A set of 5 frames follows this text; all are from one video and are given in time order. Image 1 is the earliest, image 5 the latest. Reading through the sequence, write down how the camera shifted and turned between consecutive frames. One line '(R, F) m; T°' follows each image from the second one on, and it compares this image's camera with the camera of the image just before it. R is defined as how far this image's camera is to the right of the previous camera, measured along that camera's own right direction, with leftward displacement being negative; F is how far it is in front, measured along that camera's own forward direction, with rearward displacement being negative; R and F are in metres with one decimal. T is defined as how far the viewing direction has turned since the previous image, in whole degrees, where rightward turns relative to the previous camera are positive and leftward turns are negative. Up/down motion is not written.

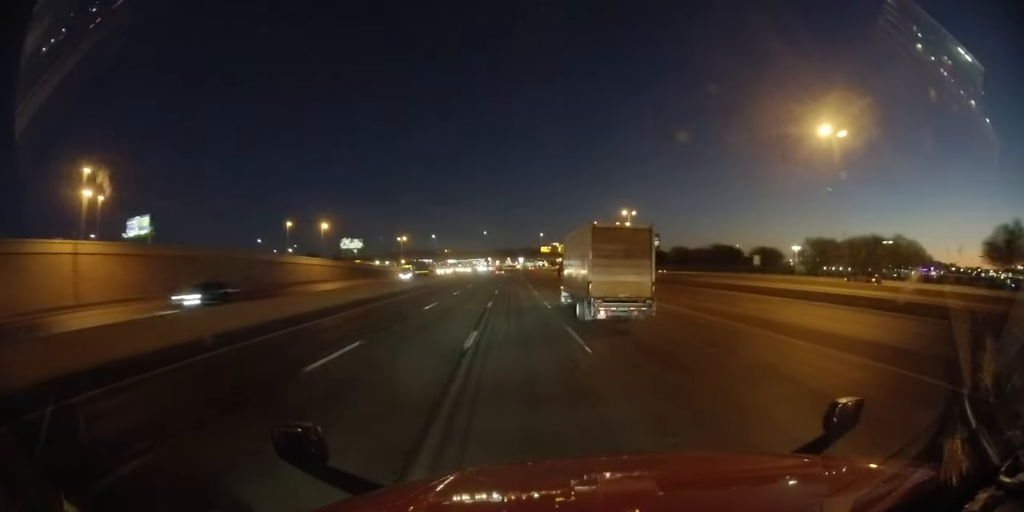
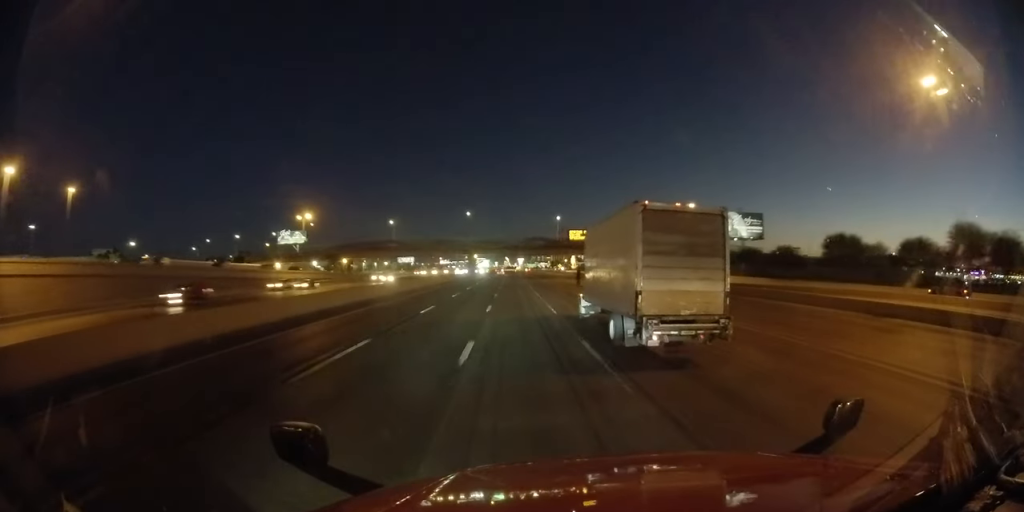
(+0.5, +75.2) m; +2°
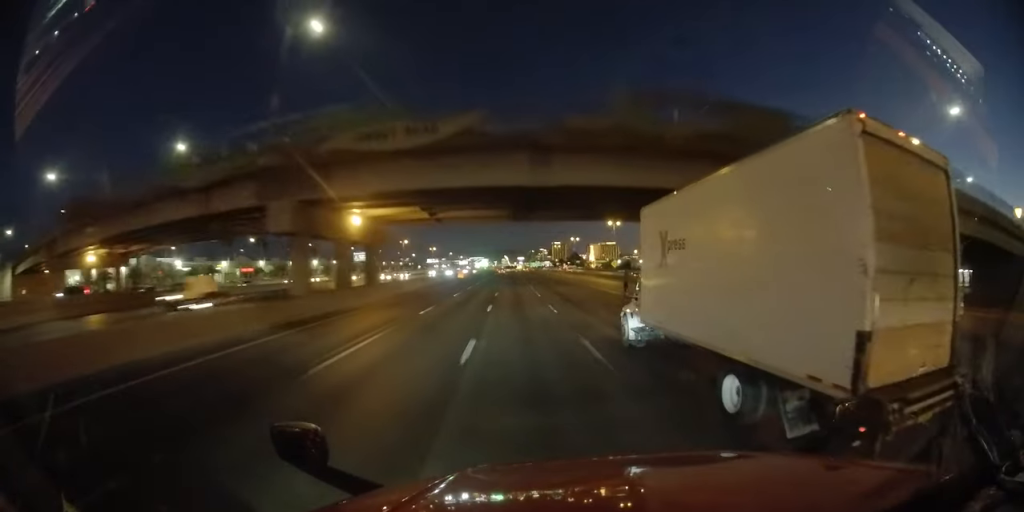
(+0.4, +97.6) m; -1°
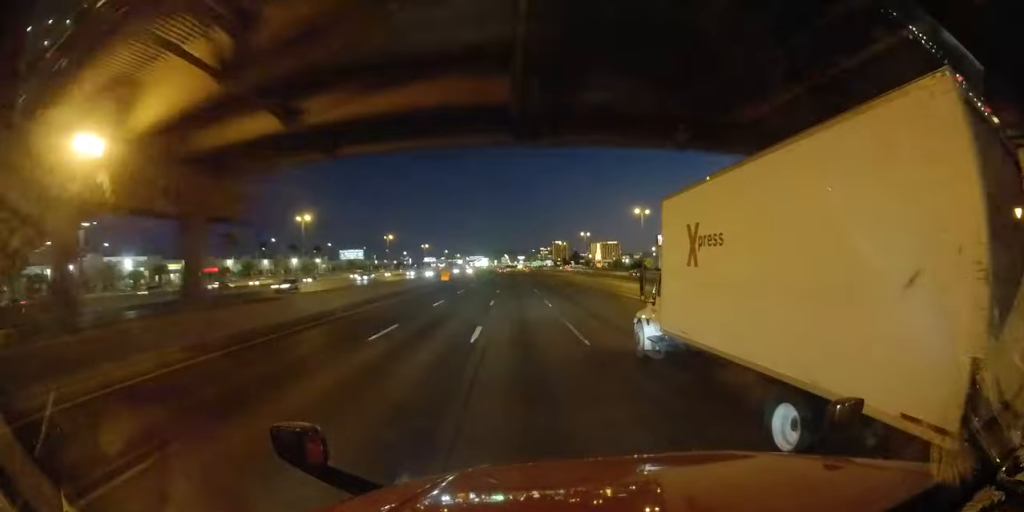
(0.0, +21.6) m; +1°
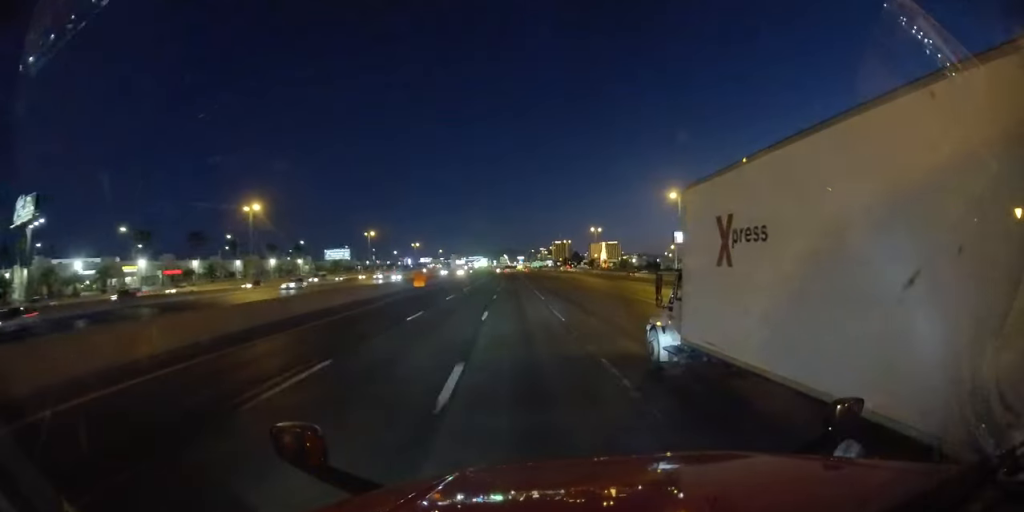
(+0.1, +18.6) m; +1°
